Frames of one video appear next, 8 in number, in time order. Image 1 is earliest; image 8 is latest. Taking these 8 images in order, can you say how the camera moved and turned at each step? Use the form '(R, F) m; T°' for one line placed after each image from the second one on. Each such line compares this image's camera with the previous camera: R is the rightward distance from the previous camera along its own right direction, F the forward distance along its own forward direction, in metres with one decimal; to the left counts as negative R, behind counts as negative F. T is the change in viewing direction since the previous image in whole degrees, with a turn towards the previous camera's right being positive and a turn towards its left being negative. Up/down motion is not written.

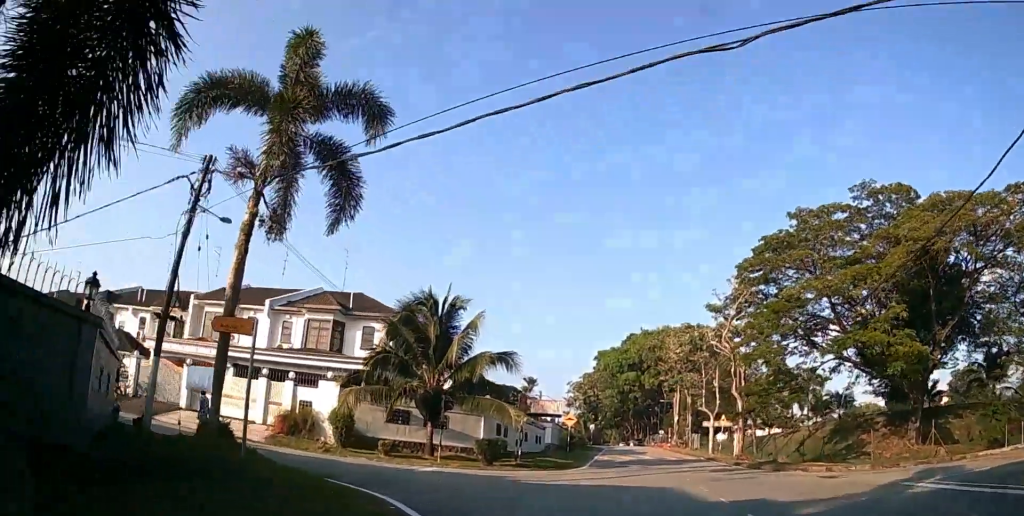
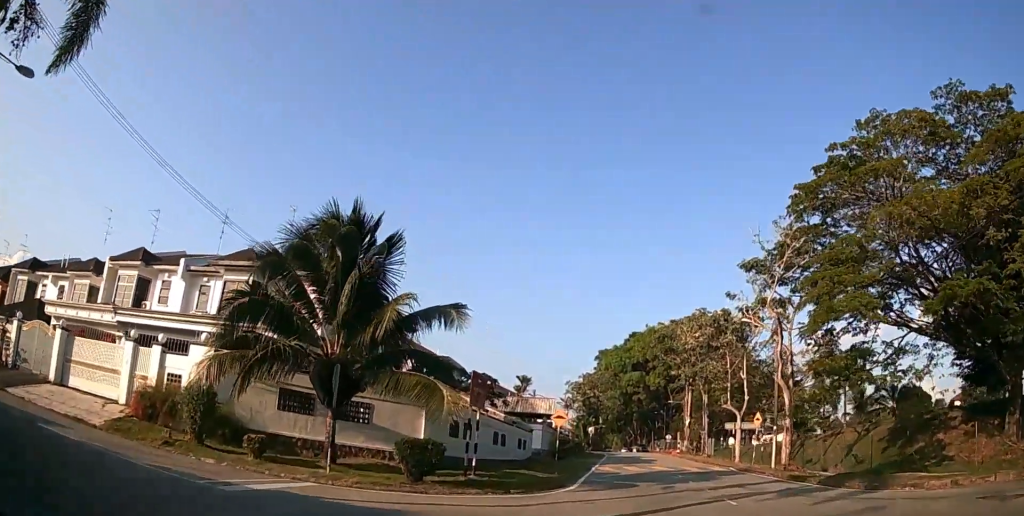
(-0.3, +8.7) m; -3°
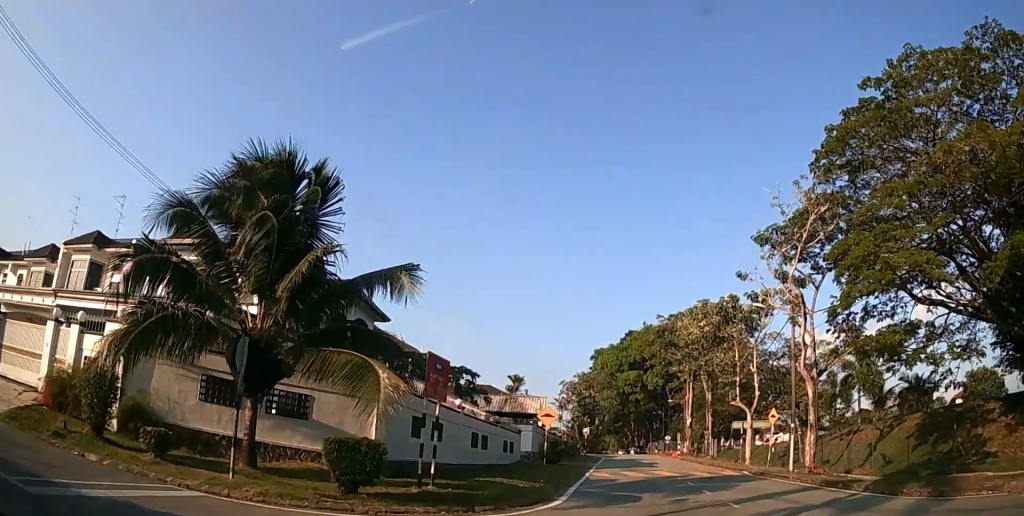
(-0.1, +3.5) m; 0°
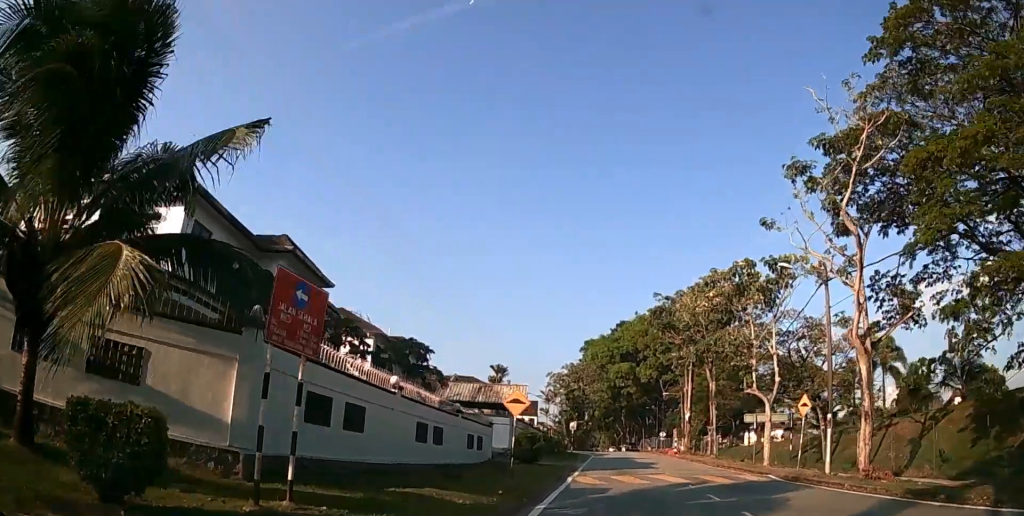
(0.0, +5.4) m; +1°
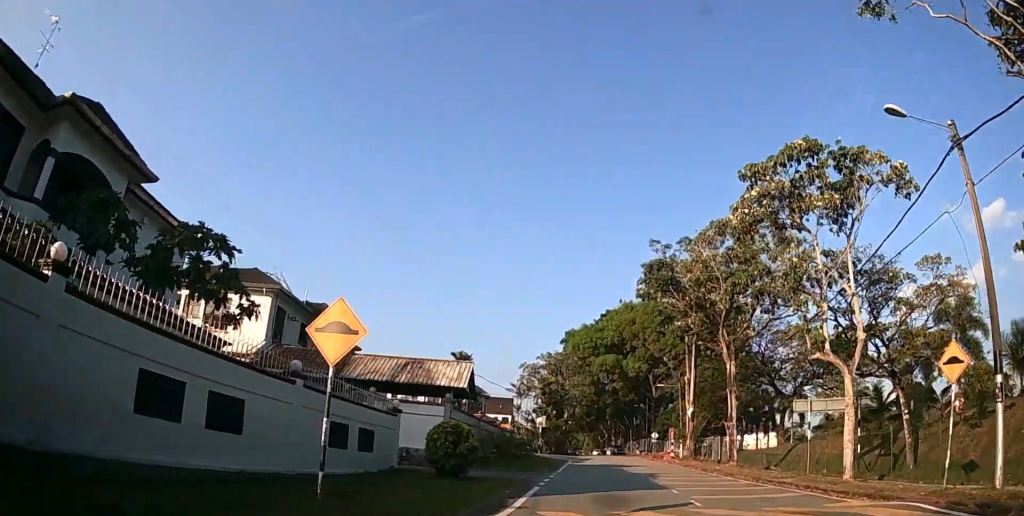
(+0.1, +10.5) m; 0°
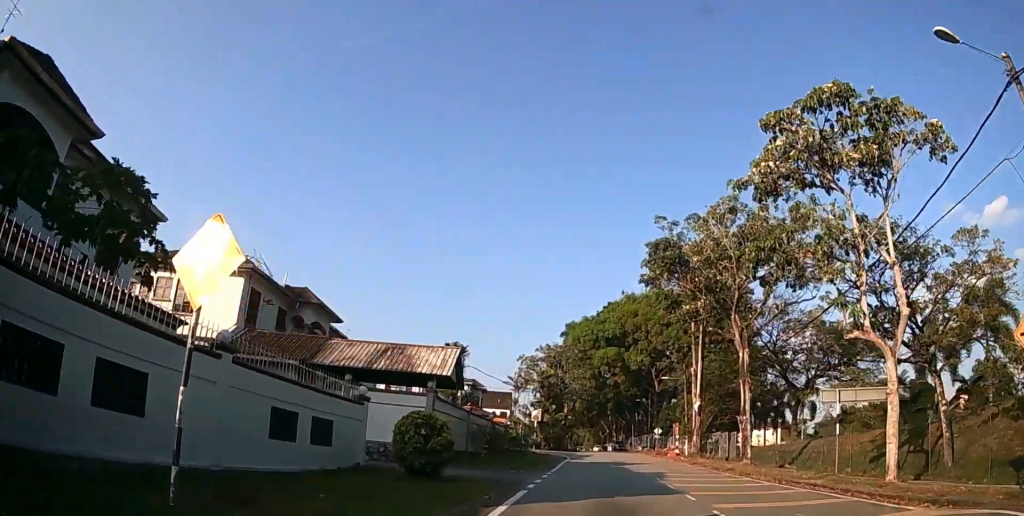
(0.0, +2.5) m; 0°
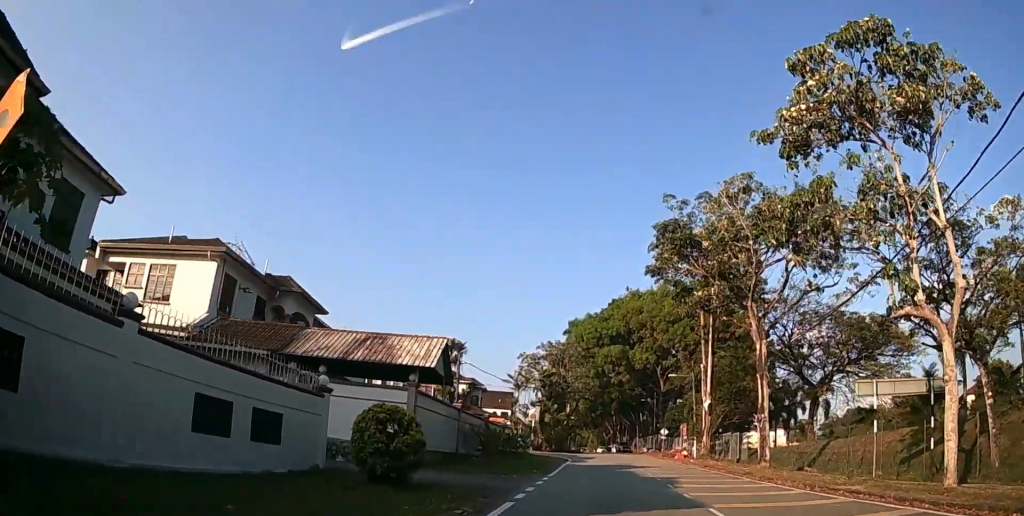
(0.0, +2.3) m; 0°
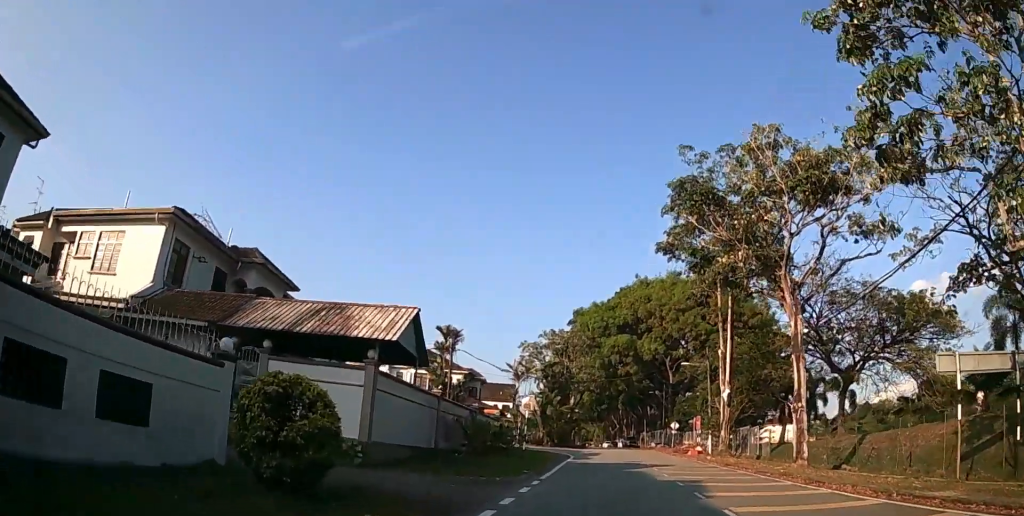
(0.0, +3.7) m; -1°
